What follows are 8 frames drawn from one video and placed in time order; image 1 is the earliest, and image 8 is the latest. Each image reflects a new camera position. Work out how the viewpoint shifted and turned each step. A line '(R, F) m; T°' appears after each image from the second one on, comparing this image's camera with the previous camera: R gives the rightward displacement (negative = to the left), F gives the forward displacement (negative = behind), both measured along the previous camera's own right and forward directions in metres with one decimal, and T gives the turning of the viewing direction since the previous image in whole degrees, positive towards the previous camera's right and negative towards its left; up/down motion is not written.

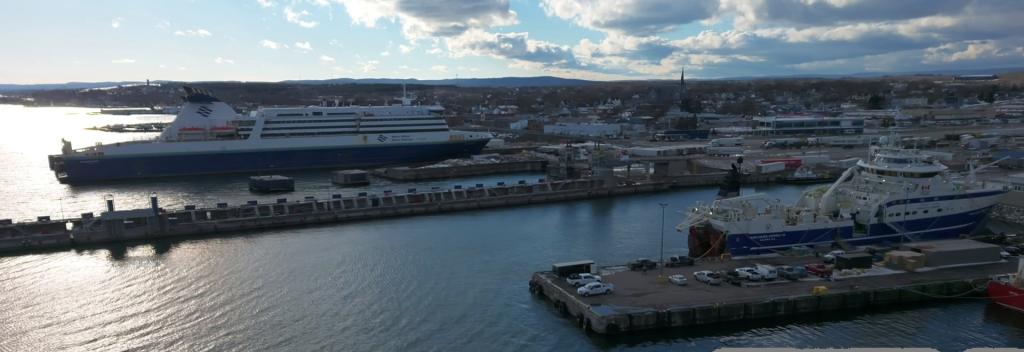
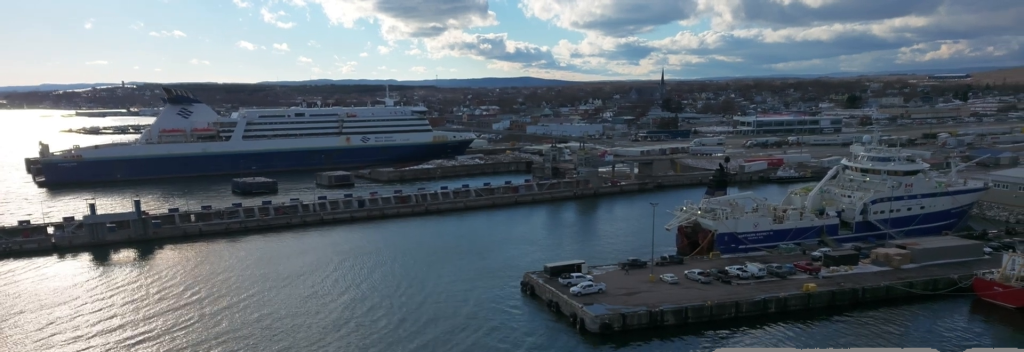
(0.0, +2.2) m; +3°
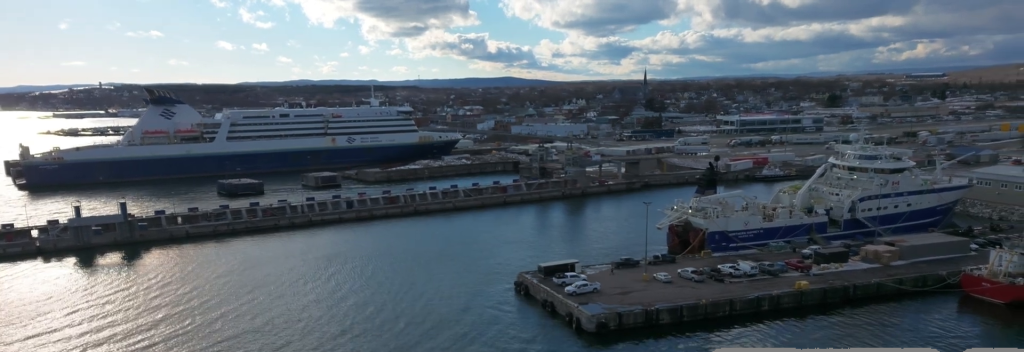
(+0.1, +2.2) m; +1°
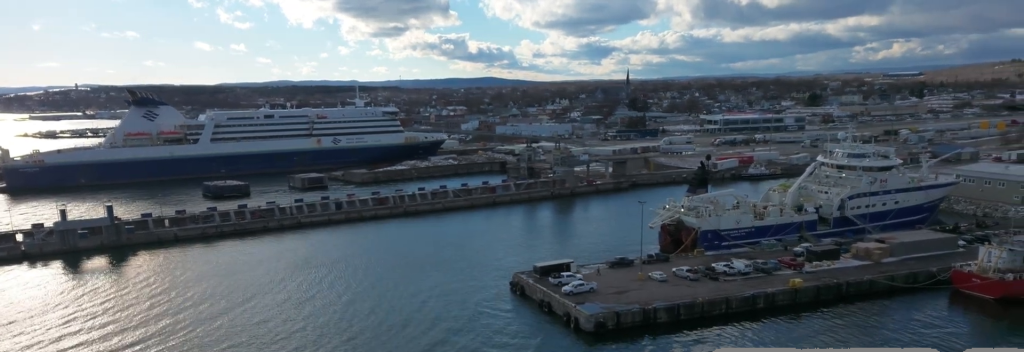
(0.0, +2.6) m; 0°
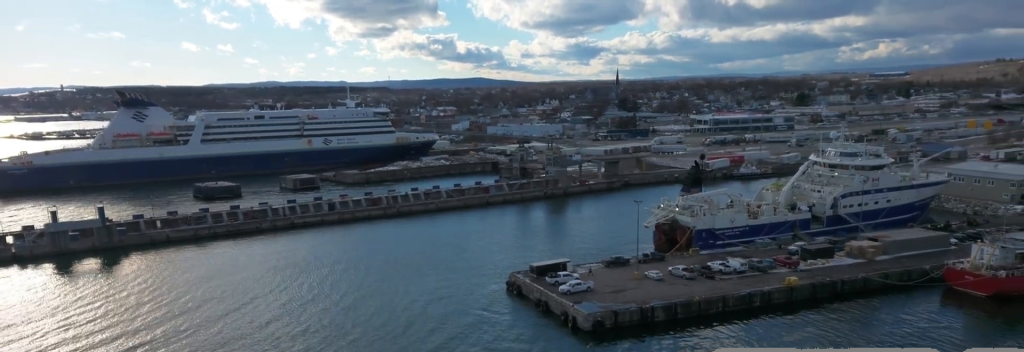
(0.0, +1.4) m; 0°
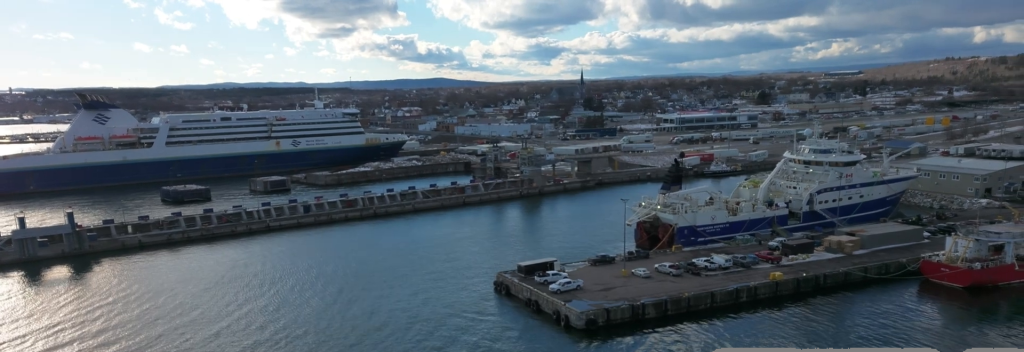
(-0.1, +4.5) m; 0°
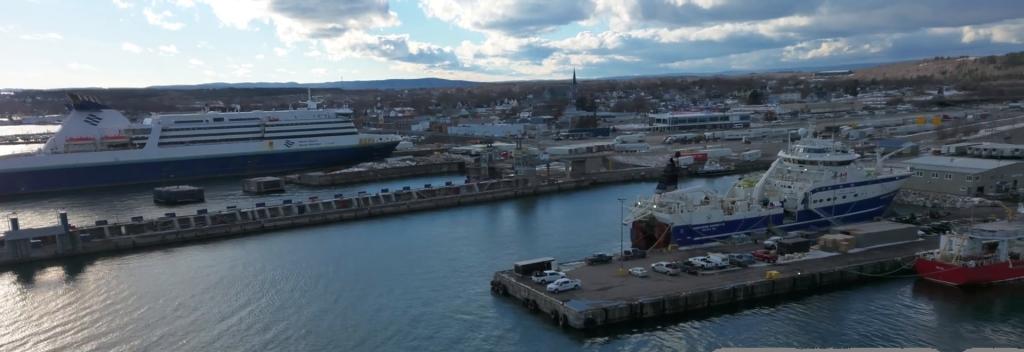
(0.0, +0.9) m; +1°
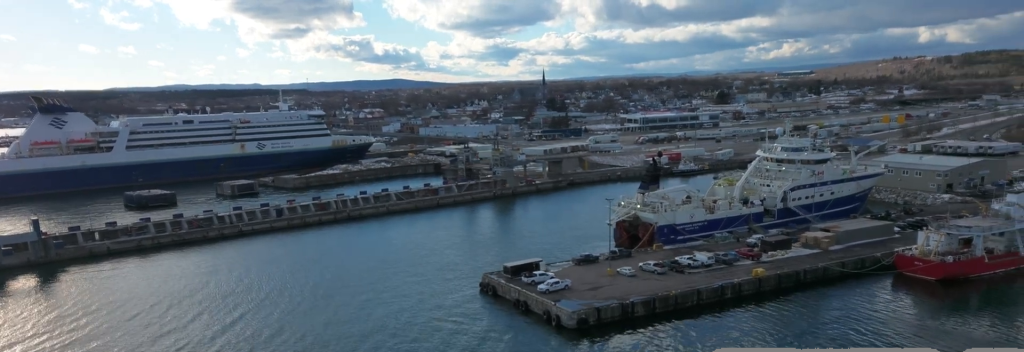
(+0.1, +3.6) m; +3°
